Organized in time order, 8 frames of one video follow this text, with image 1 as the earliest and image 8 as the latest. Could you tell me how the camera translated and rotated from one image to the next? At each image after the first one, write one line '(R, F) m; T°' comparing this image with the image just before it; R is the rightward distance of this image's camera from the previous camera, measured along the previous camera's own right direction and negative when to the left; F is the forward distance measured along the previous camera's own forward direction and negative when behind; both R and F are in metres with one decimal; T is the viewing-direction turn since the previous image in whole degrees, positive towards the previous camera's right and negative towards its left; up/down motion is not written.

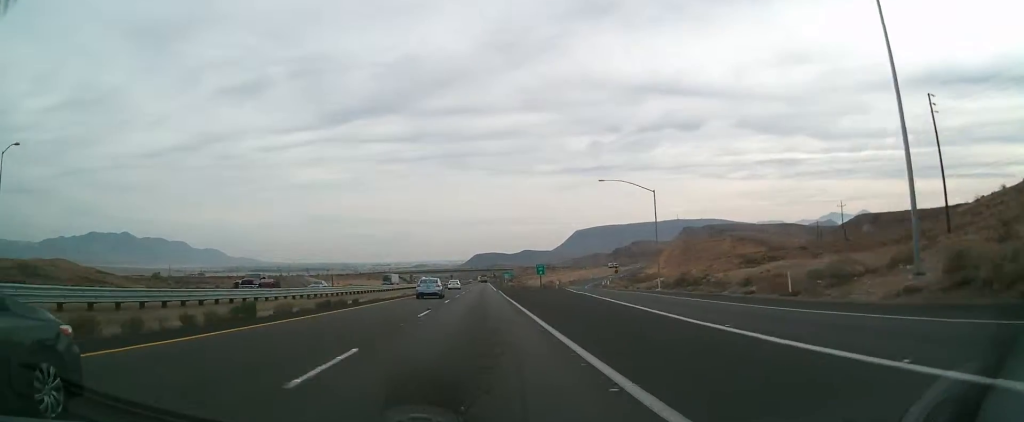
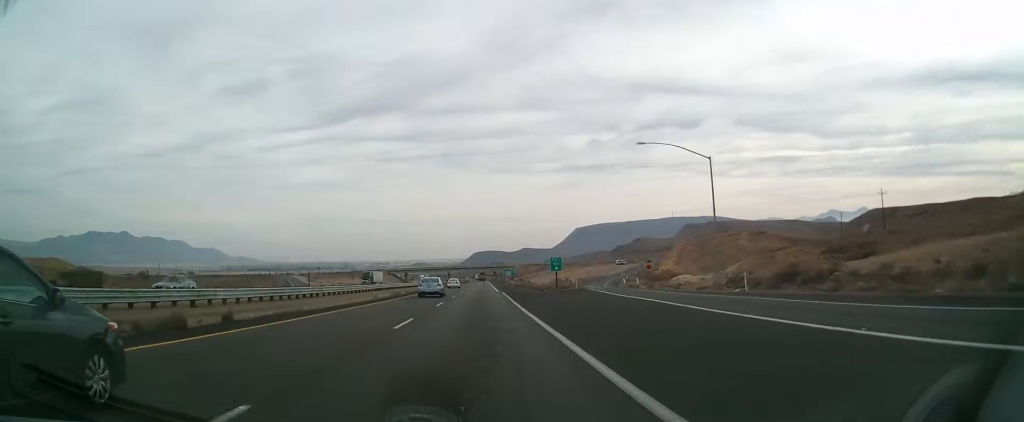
(-0.1, +19.9) m; 0°
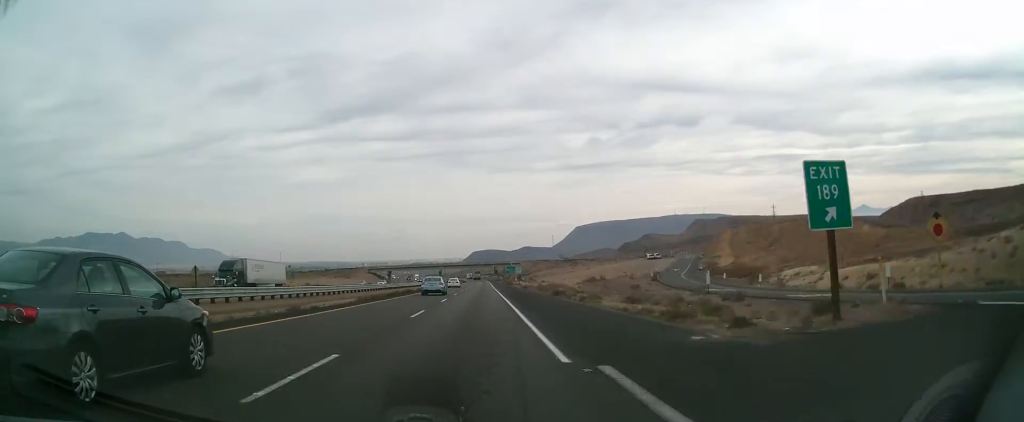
(+0.1, +53.9) m; -1°
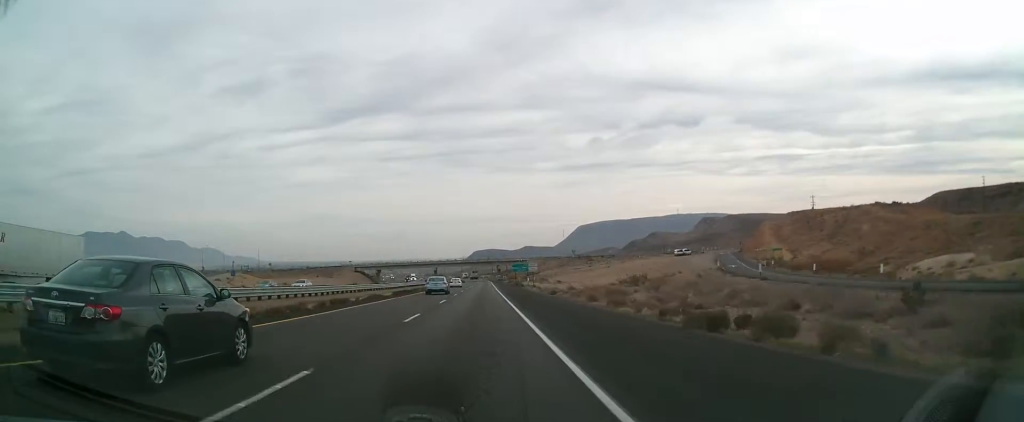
(-0.5, +30.8) m; 0°
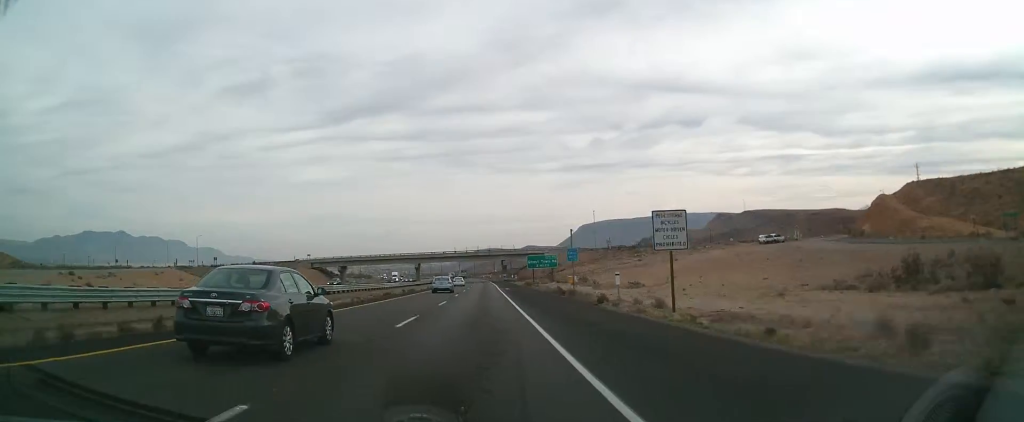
(+1.7, +60.9) m; +1°
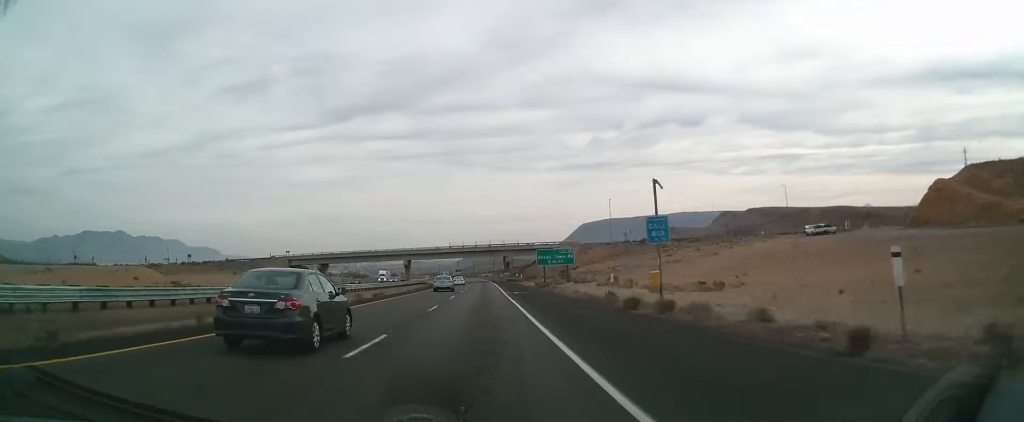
(-0.2, +21.0) m; 0°
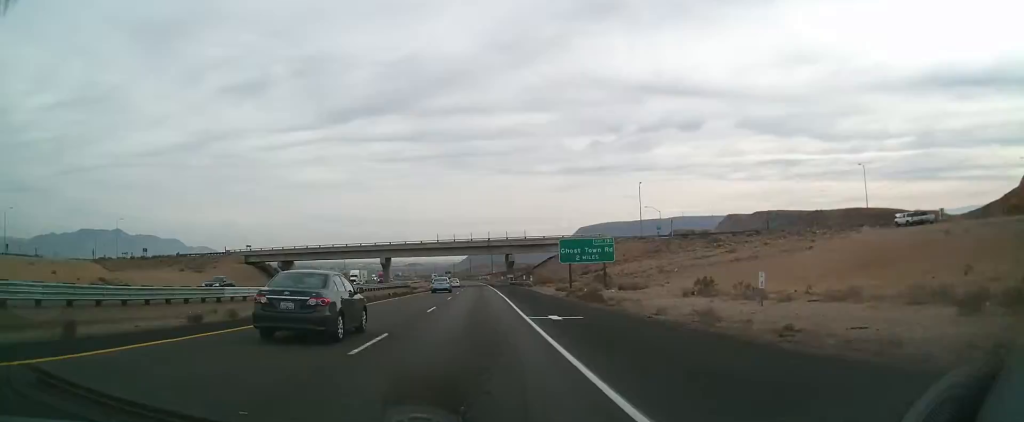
(-0.4, +28.6) m; 0°
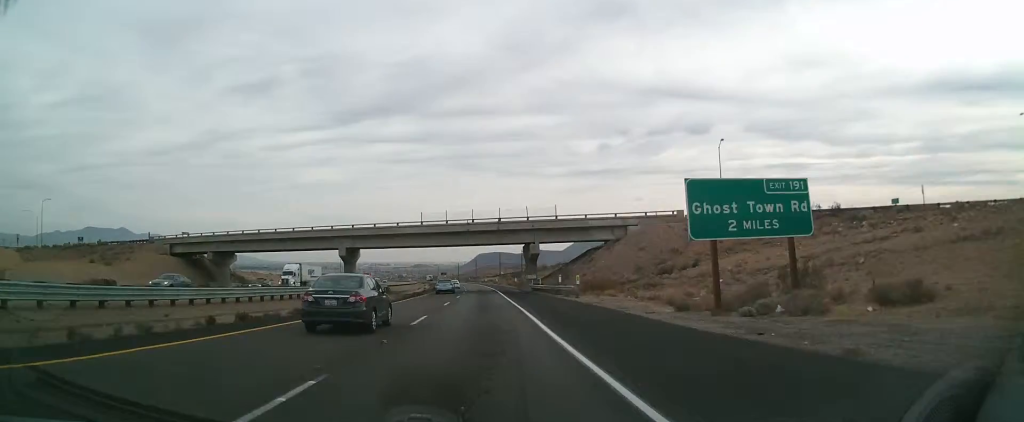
(+0.3, +36.4) m; 0°
